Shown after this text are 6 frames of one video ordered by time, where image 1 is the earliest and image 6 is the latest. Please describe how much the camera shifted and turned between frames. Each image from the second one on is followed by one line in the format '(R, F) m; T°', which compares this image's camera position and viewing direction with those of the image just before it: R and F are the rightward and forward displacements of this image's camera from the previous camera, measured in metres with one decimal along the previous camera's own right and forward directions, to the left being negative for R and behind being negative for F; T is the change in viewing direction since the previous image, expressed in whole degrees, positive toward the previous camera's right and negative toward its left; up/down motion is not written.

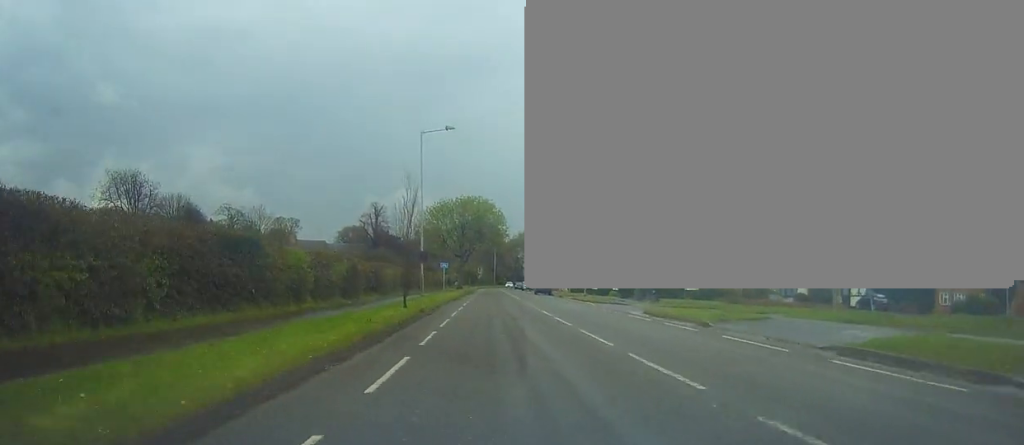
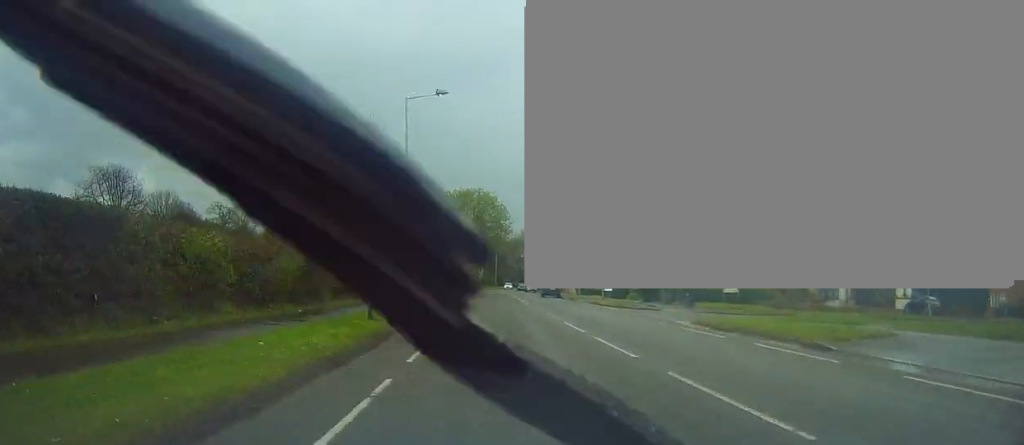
(+0.1, +8.1) m; 0°
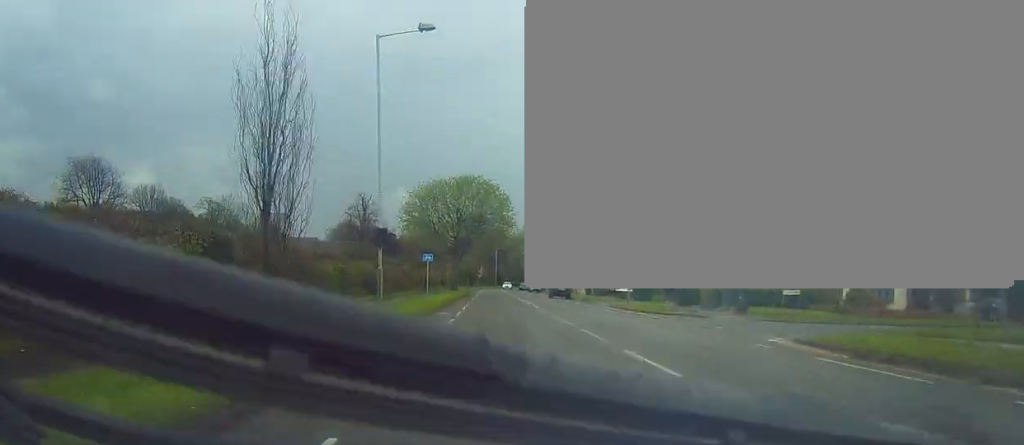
(-0.1, +8.9) m; -1°
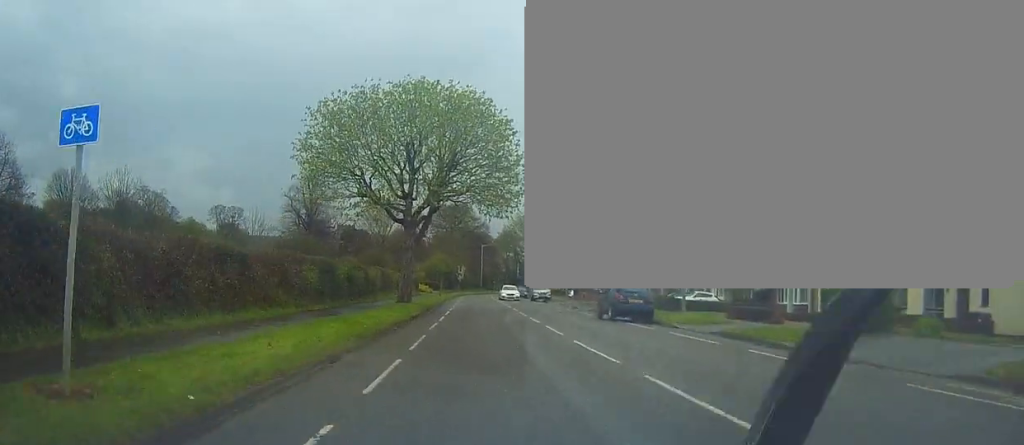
(-0.2, +33.2) m; +1°
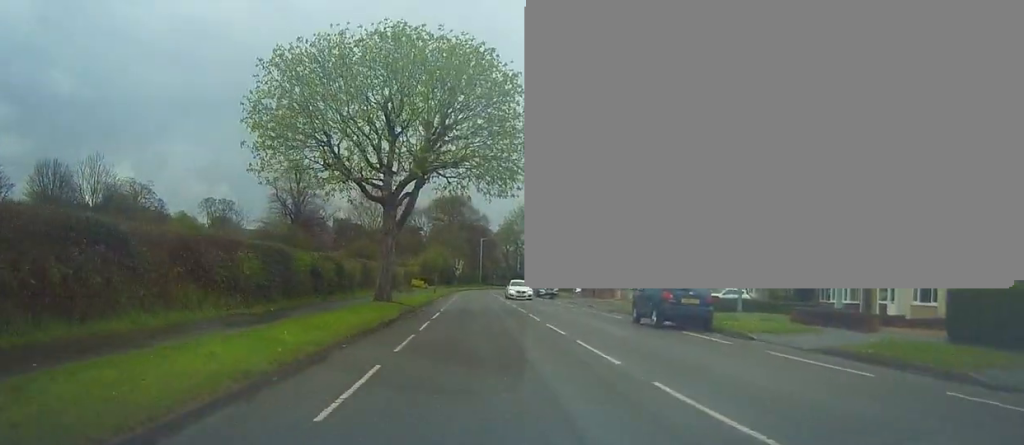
(+0.1, +7.2) m; +1°
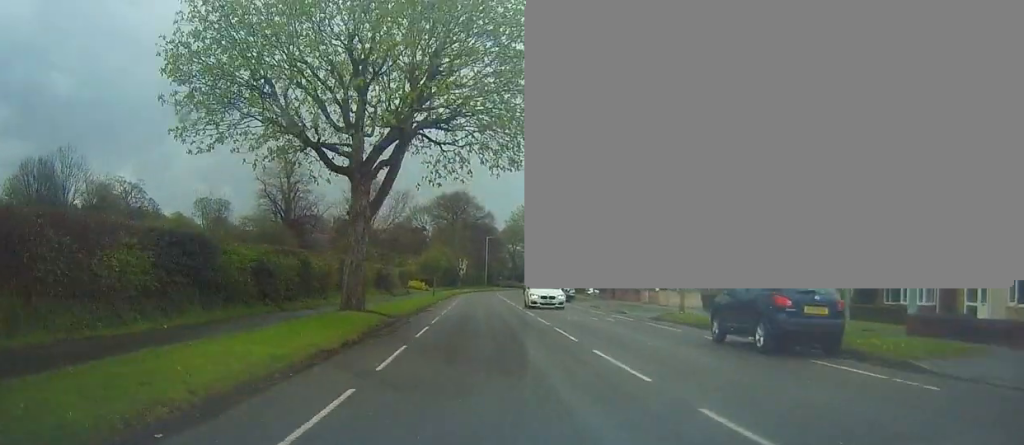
(0.0, +7.6) m; -1°
